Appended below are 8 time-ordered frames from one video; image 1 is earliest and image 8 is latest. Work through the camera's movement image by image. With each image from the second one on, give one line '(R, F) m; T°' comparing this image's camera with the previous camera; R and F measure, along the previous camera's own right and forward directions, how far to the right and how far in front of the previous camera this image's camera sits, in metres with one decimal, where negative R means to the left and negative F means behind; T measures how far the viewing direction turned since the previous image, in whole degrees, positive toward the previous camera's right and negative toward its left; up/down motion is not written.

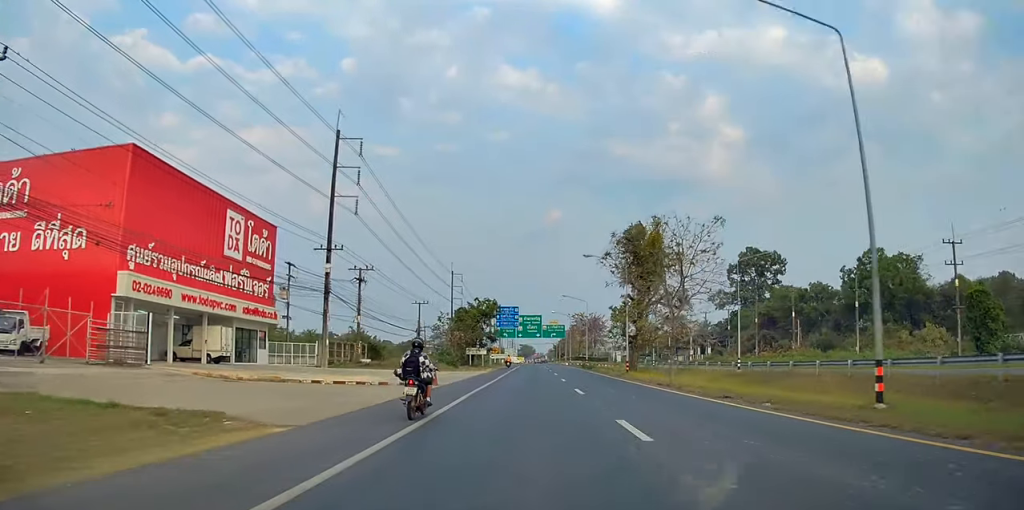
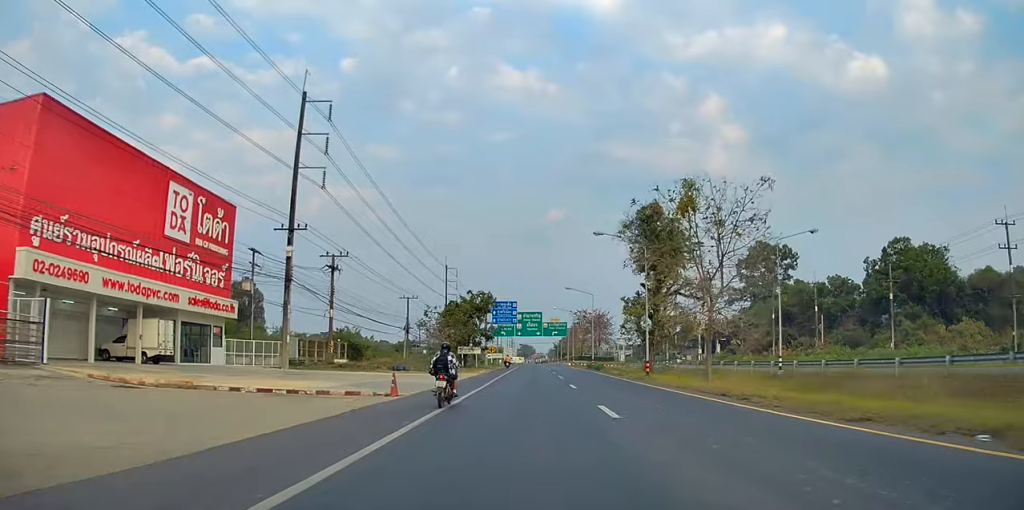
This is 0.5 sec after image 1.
(+0.2, +8.8) m; +1°
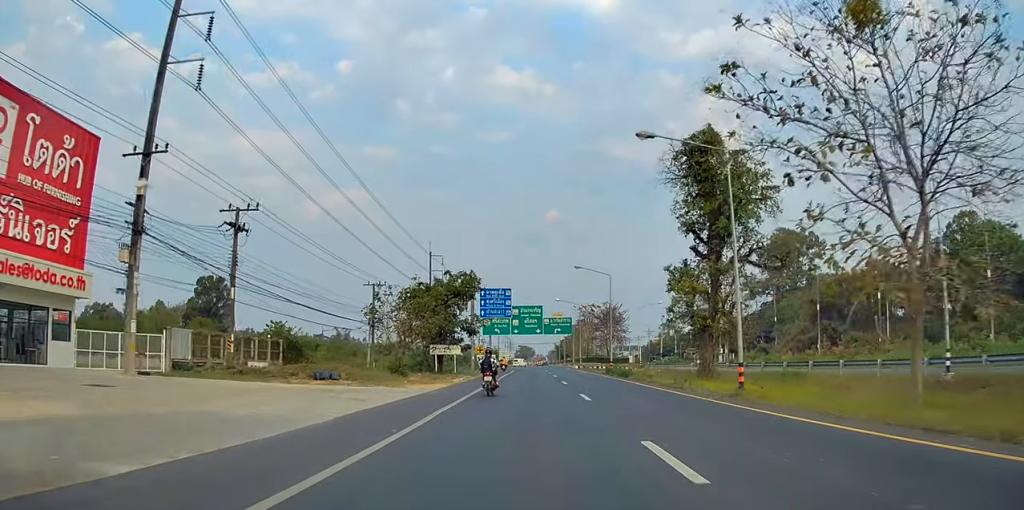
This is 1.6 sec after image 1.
(+0.4, +19.0) m; +1°
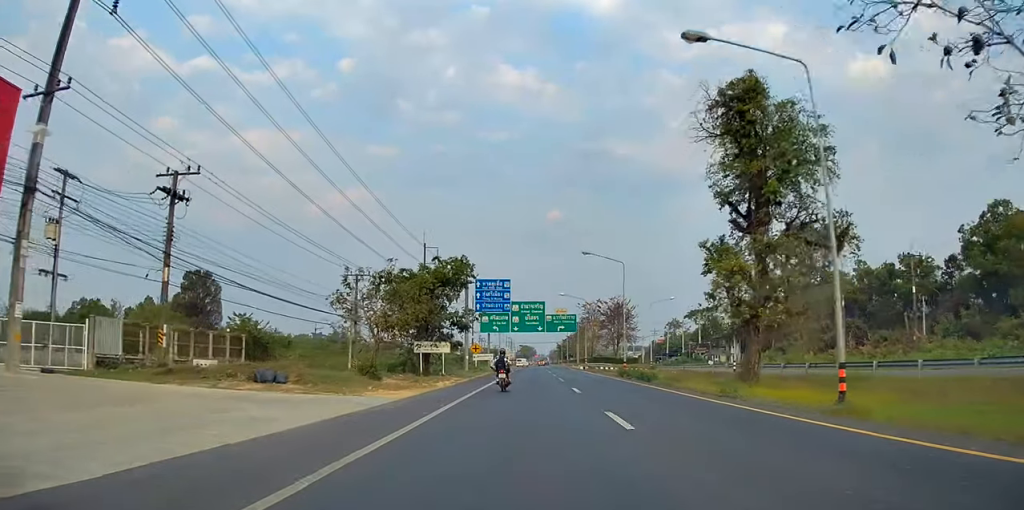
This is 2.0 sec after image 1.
(0.0, +7.3) m; 0°
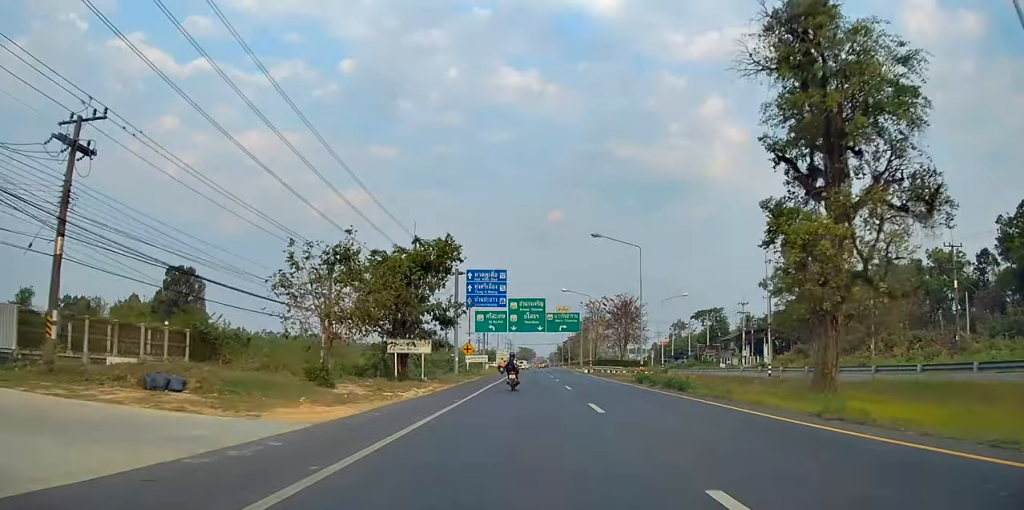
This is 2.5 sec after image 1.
(0.0, +8.1) m; 0°
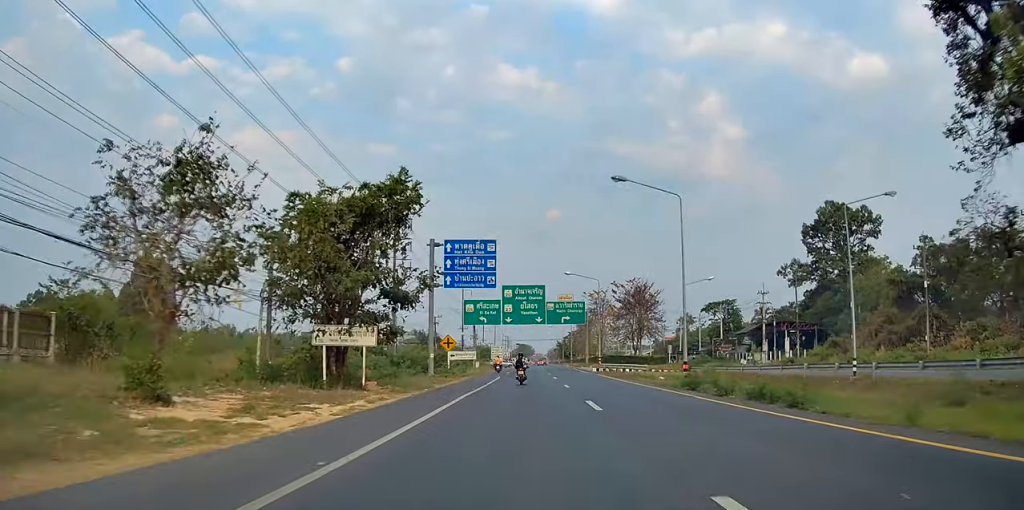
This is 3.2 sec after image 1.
(-0.1, +12.6) m; 0°
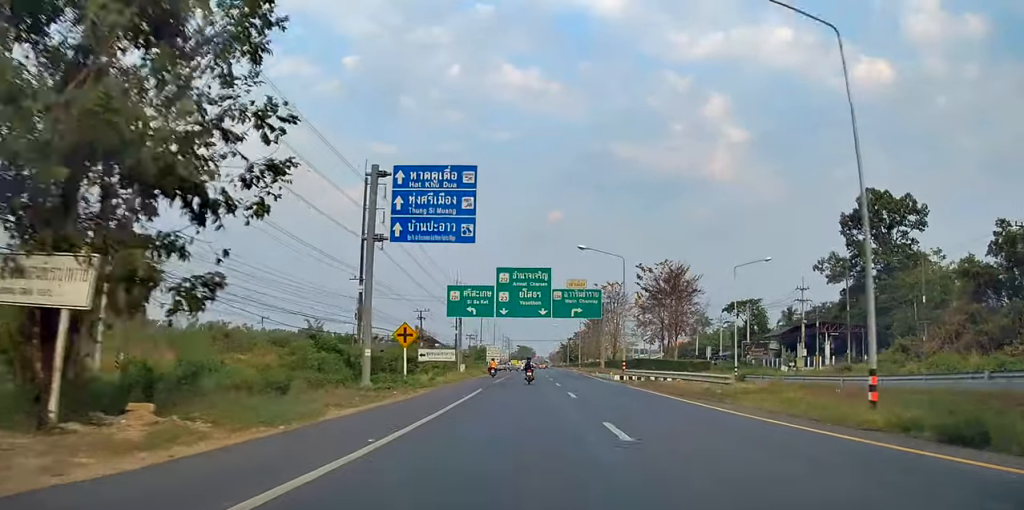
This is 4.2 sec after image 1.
(0.0, +16.8) m; +2°
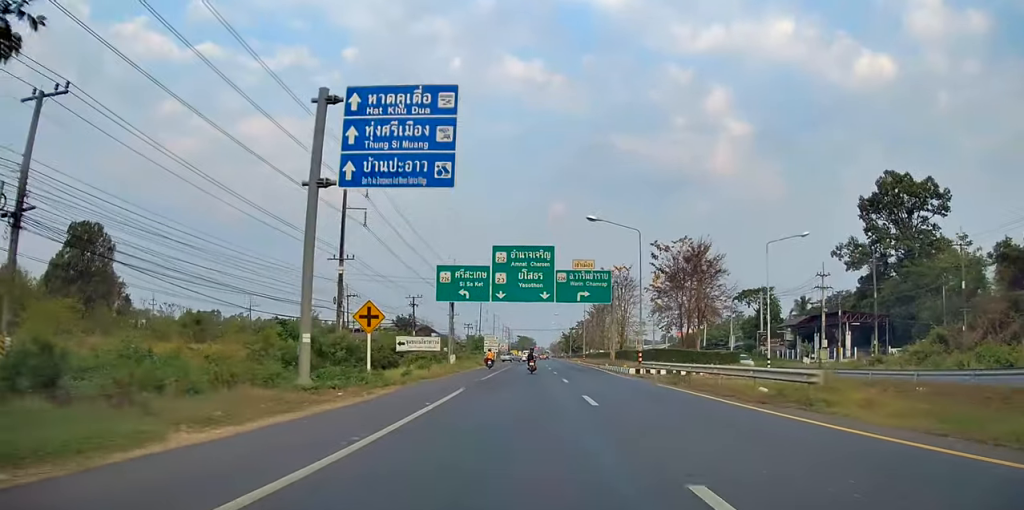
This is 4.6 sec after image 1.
(+0.3, +7.4) m; 0°
